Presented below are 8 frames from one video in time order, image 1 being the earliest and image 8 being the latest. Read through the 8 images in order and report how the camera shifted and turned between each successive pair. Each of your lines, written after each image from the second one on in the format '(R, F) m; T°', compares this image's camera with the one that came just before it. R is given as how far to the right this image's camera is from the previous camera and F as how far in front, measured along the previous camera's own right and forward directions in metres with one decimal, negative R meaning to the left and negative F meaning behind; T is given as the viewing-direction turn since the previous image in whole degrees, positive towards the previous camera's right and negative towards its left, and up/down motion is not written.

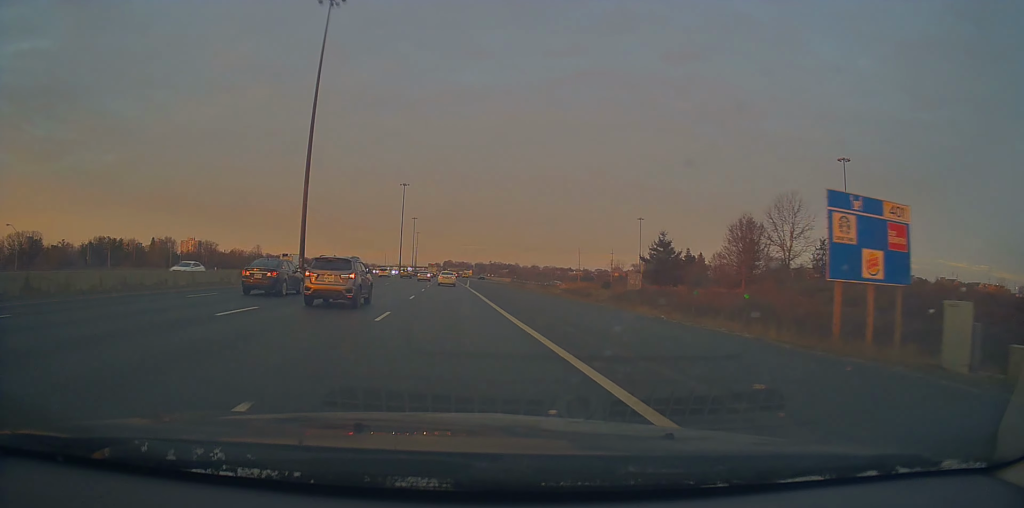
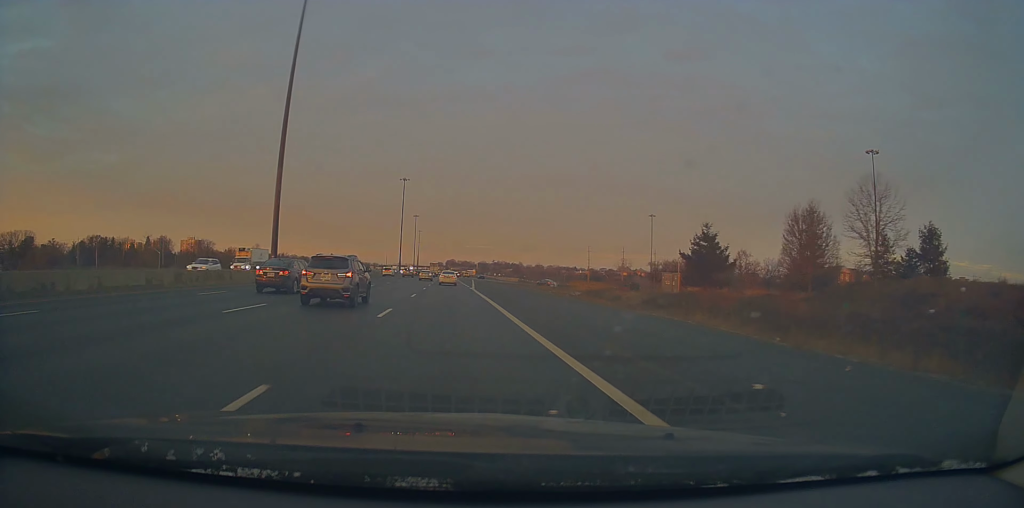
(-0.2, +11.2) m; -1°
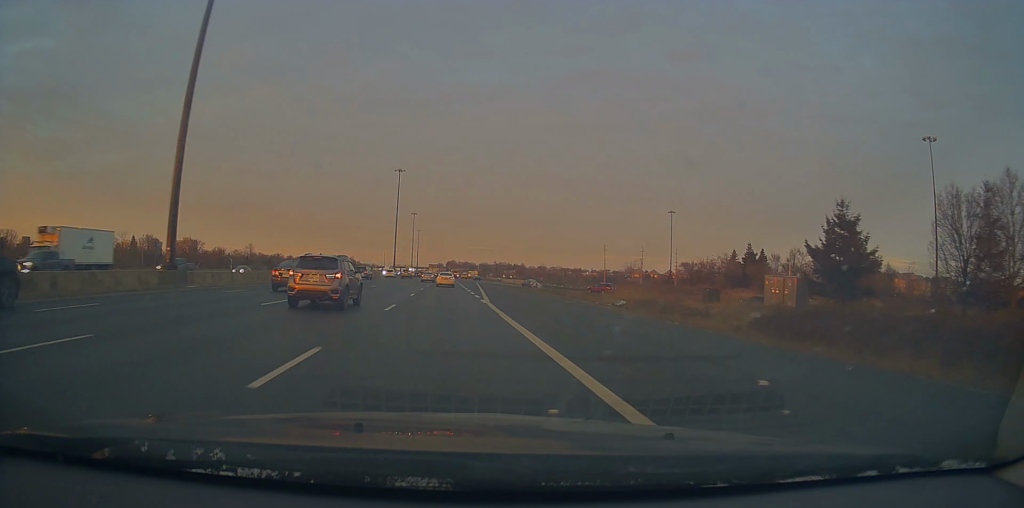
(-0.3, +21.1) m; -2°
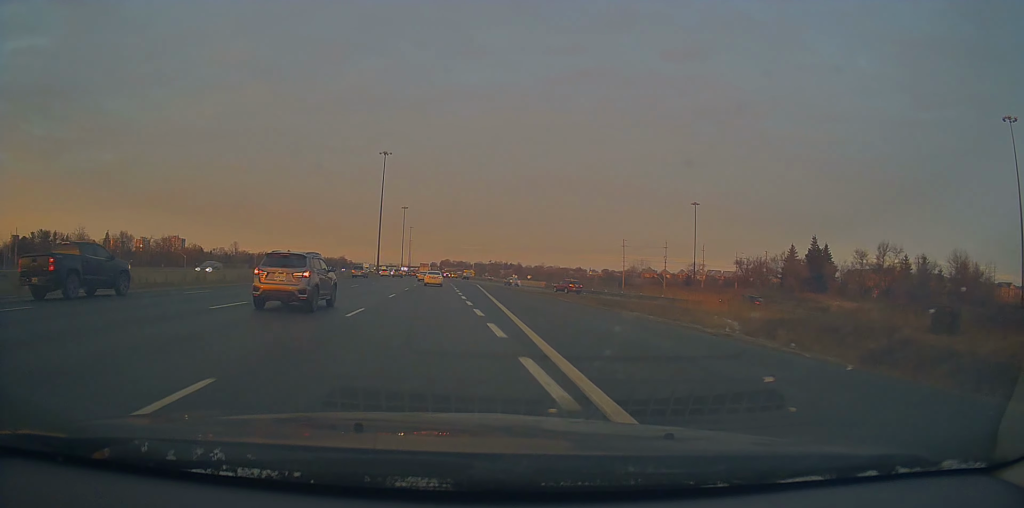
(-0.5, +26.7) m; 0°
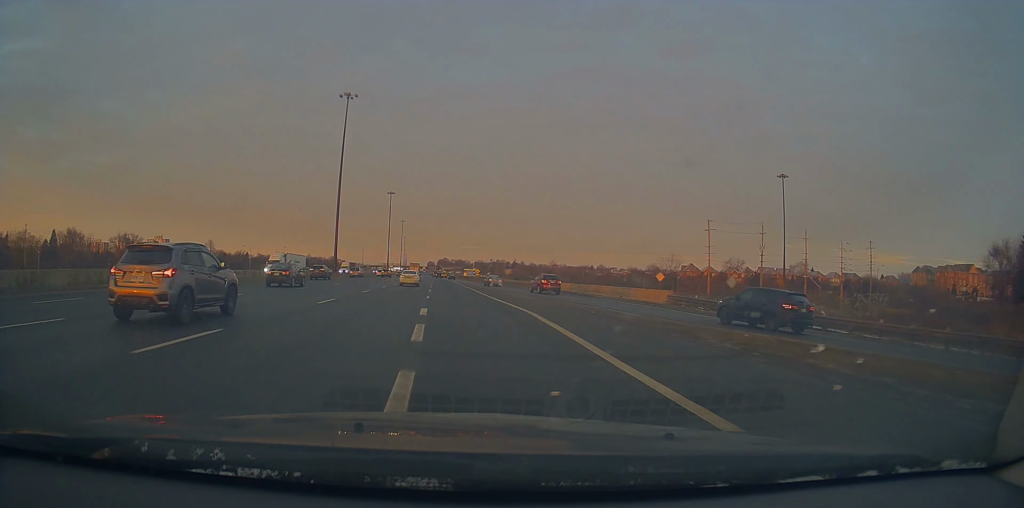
(+1.6, +55.7) m; +2°
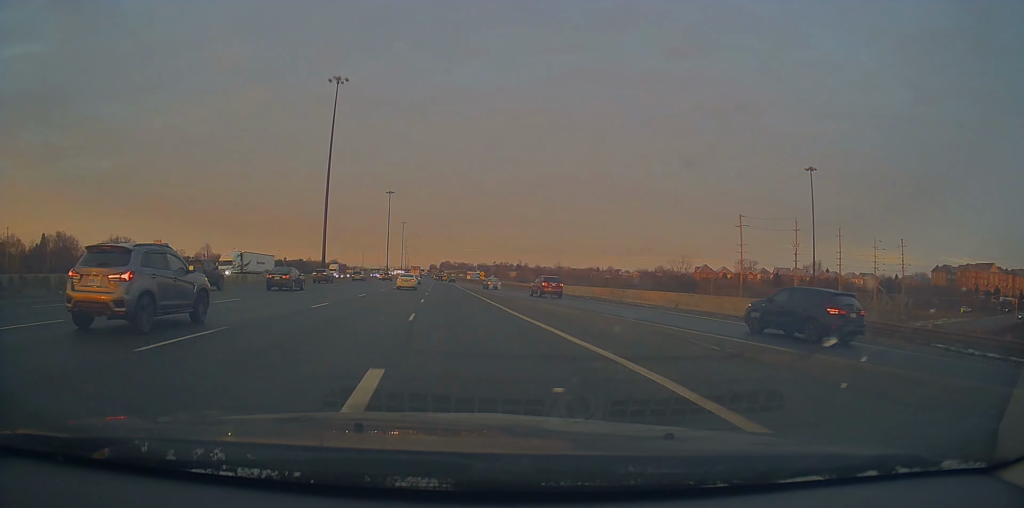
(-0.1, +11.6) m; 0°
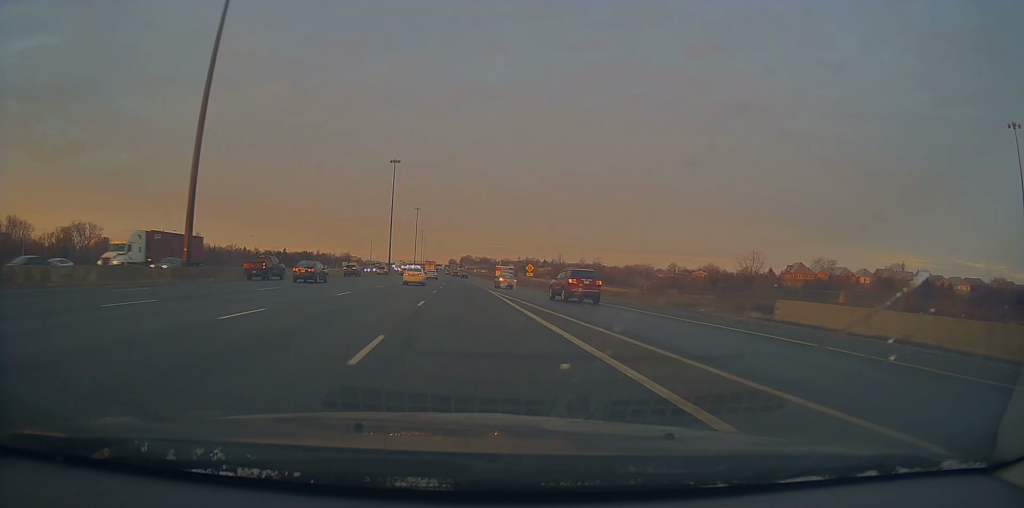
(-0.7, +56.0) m; -1°
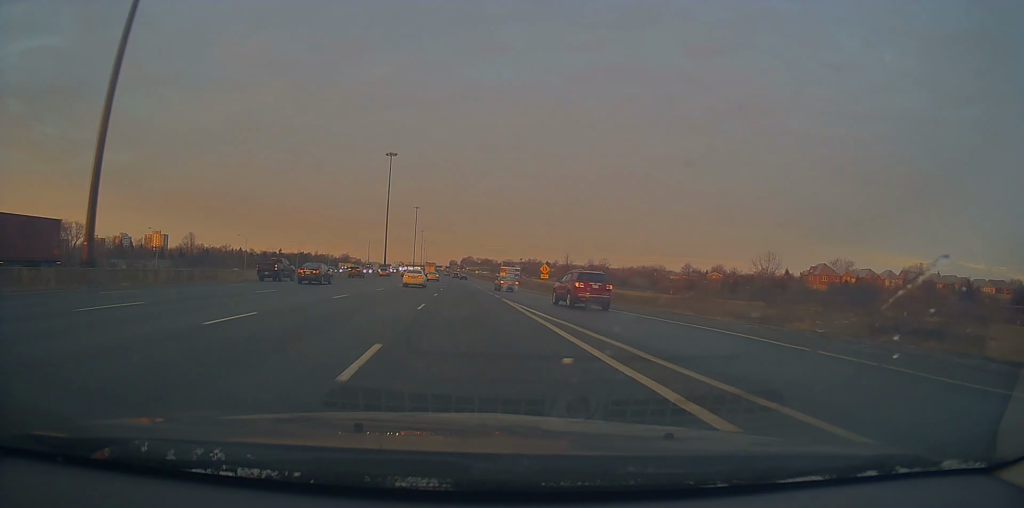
(+0.3, +13.1) m; 0°
